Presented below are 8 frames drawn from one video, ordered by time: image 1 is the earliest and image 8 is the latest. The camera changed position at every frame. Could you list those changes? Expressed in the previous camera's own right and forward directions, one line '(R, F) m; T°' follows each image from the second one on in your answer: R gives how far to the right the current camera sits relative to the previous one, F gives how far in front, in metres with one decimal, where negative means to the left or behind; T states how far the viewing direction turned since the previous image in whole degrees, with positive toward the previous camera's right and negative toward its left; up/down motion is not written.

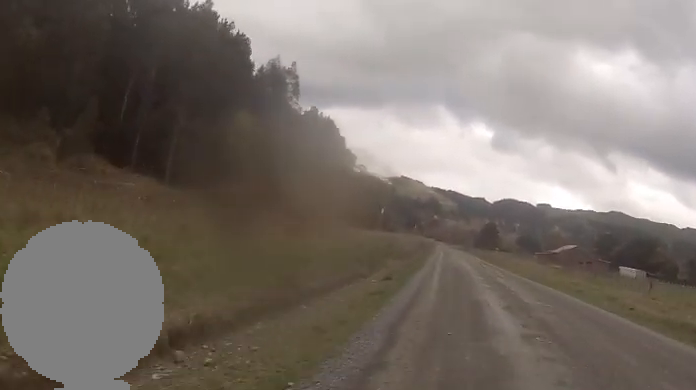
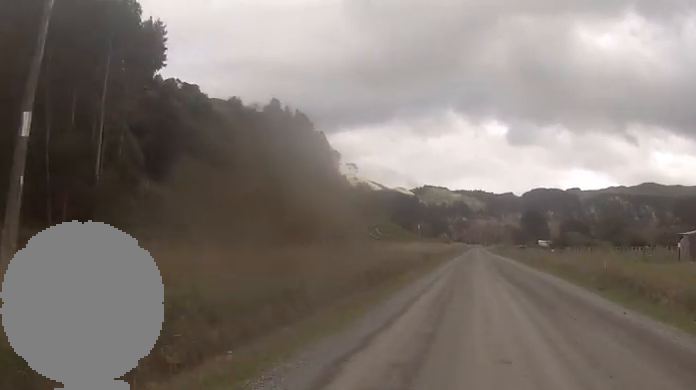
(-2.2, +67.0) m; -2°
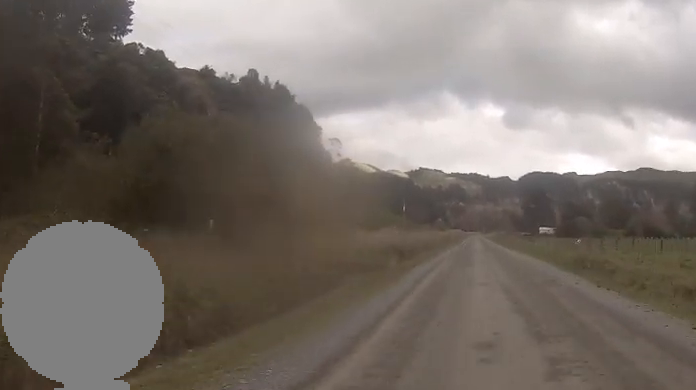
(+0.1, +16.7) m; 0°
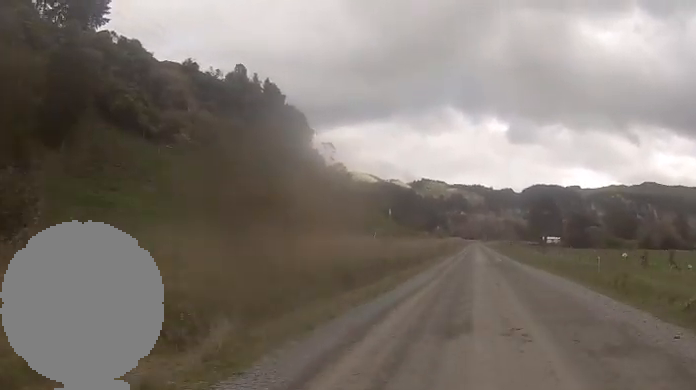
(-0.2, +13.9) m; 0°
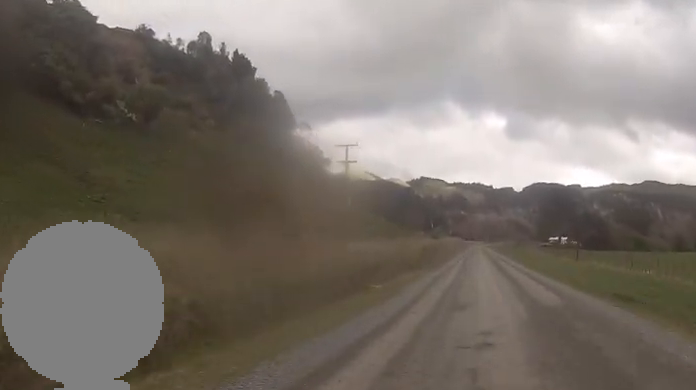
(-0.1, +21.4) m; 0°
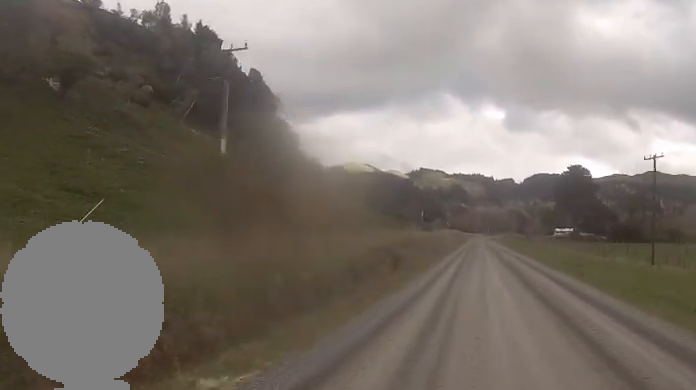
(+0.2, +20.5) m; +1°
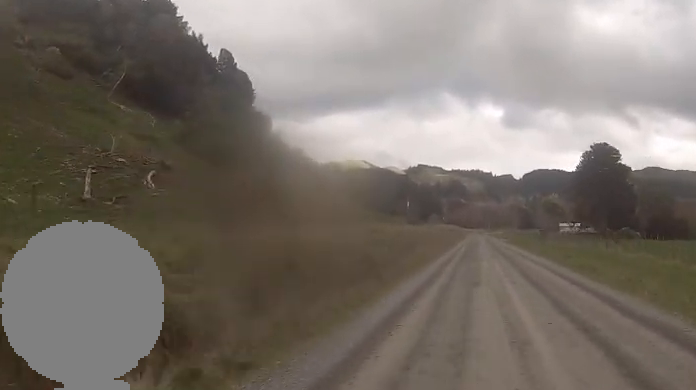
(0.0, +20.5) m; -1°
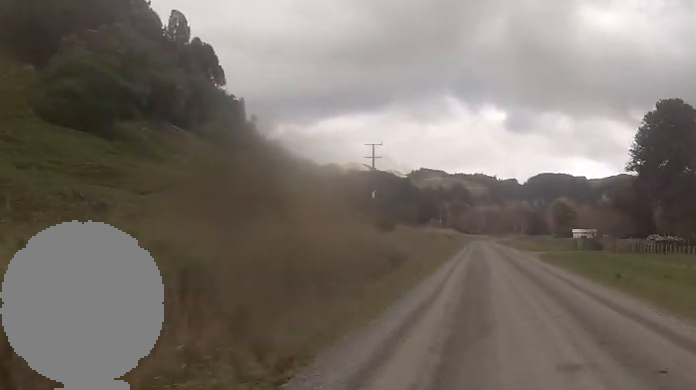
(-0.3, +28.6) m; 0°
